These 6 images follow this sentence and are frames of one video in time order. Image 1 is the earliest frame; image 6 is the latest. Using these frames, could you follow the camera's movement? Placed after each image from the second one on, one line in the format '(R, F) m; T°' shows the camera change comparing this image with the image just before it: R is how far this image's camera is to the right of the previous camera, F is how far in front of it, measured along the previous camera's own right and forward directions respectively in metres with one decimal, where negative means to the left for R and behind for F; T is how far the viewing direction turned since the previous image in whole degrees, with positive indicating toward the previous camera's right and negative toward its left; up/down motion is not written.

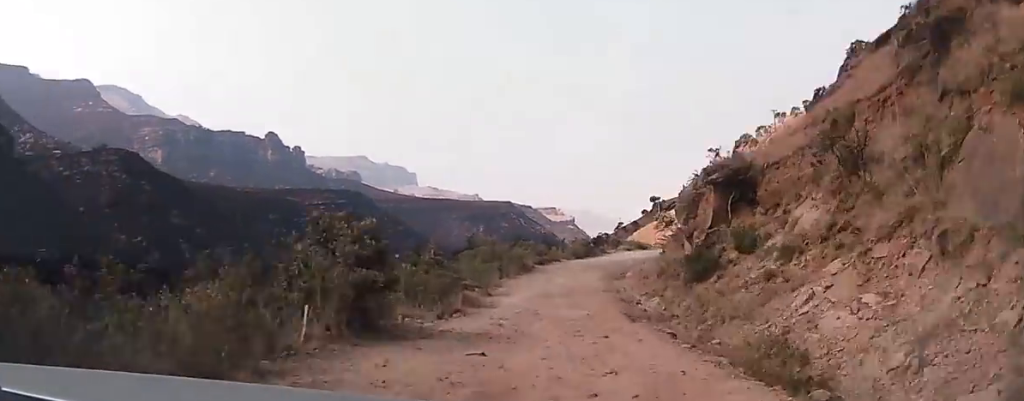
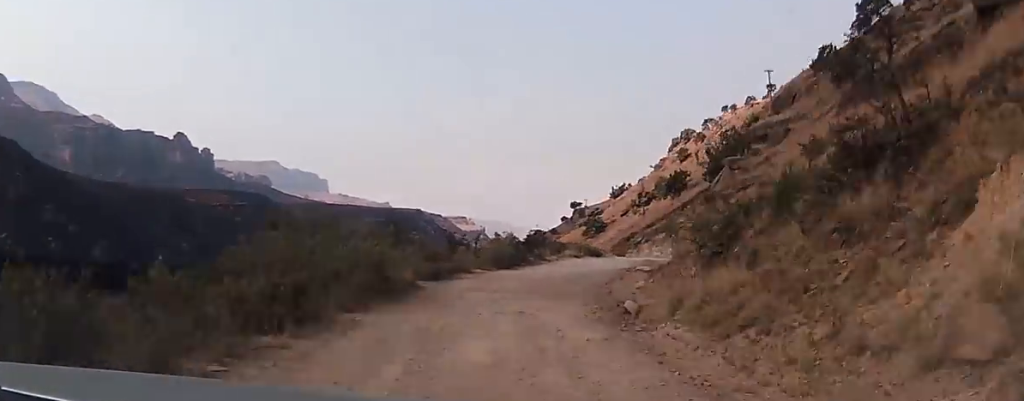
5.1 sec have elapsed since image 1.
(+0.5, +26.9) m; +8°
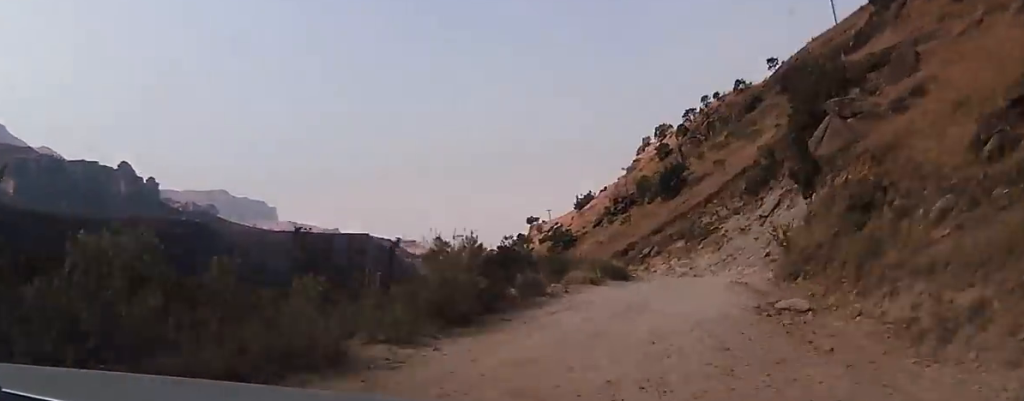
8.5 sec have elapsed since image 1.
(+2.7, +18.2) m; -2°
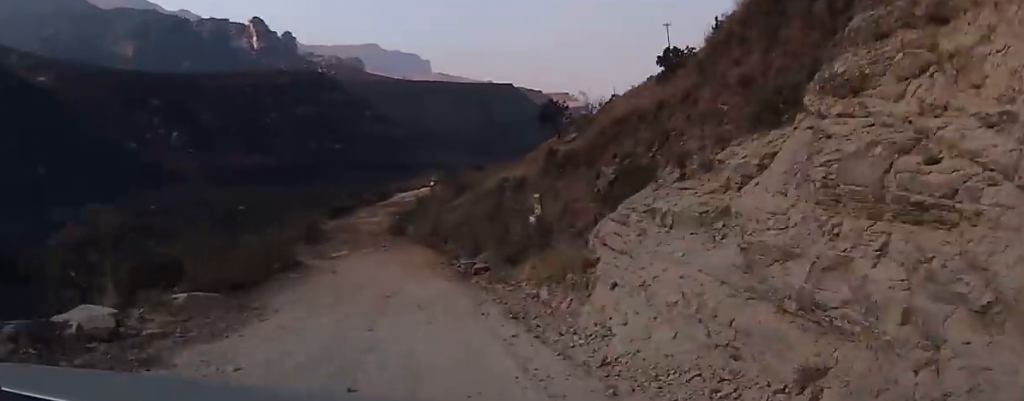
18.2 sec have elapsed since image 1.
(-4.0, +47.7) m; -15°
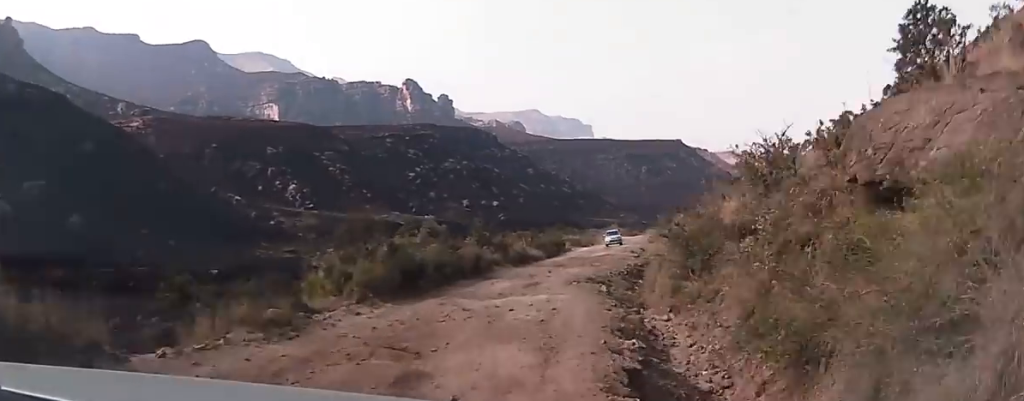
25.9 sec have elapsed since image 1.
(-4.5, +35.4) m; -6°
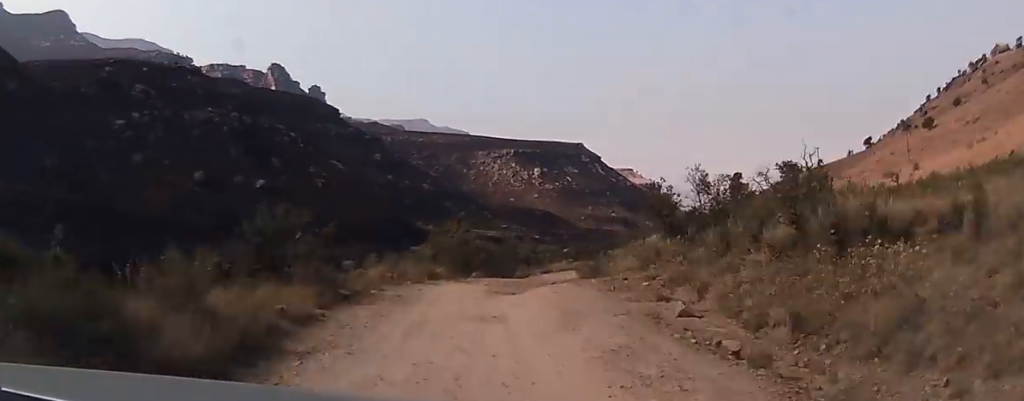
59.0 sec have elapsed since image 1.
(+15.1, +142.2) m; +7°
